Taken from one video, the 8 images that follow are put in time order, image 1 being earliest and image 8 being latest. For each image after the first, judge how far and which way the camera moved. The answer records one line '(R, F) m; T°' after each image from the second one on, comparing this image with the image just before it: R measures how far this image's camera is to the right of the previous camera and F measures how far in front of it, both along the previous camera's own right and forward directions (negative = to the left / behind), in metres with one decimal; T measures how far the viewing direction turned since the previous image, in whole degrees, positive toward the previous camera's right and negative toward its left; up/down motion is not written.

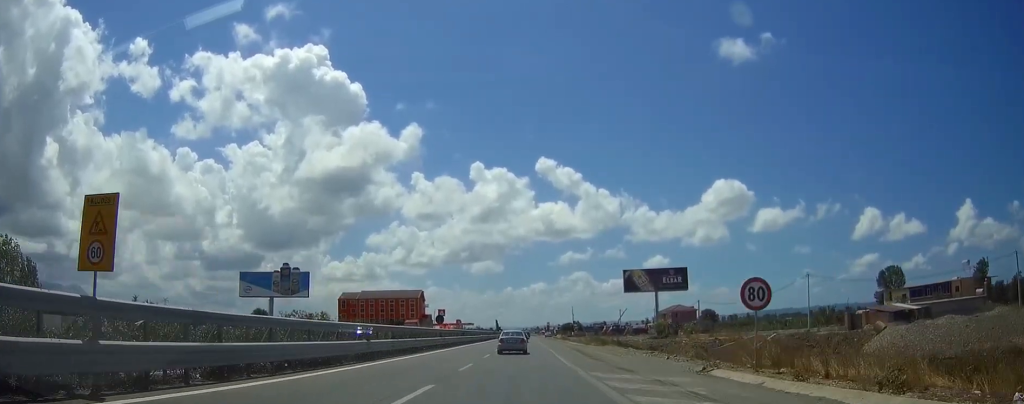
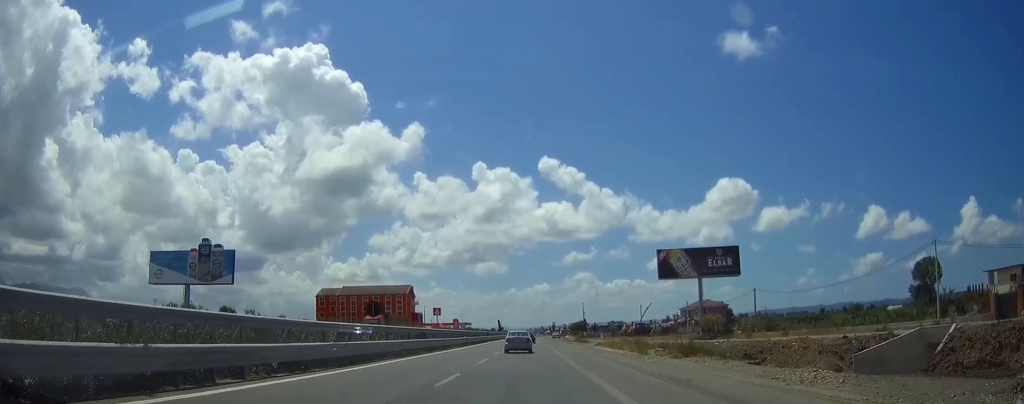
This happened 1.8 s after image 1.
(+0.1, +31.0) m; 0°
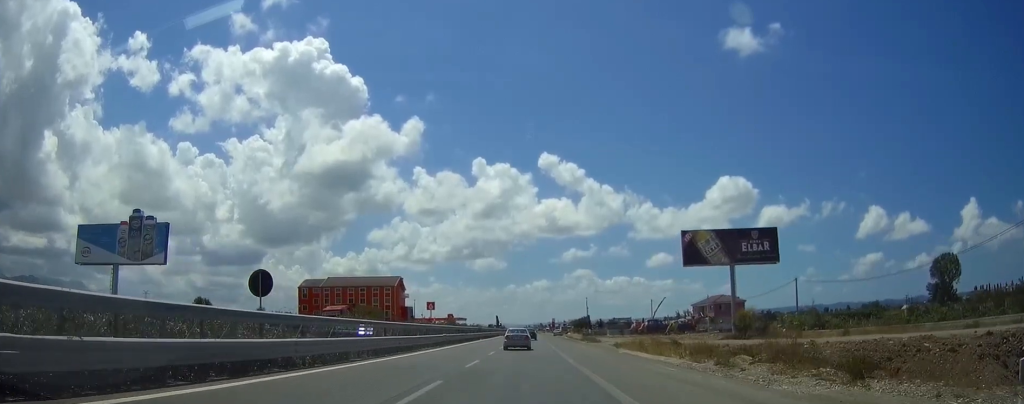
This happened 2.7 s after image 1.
(-0.1, +16.4) m; 0°
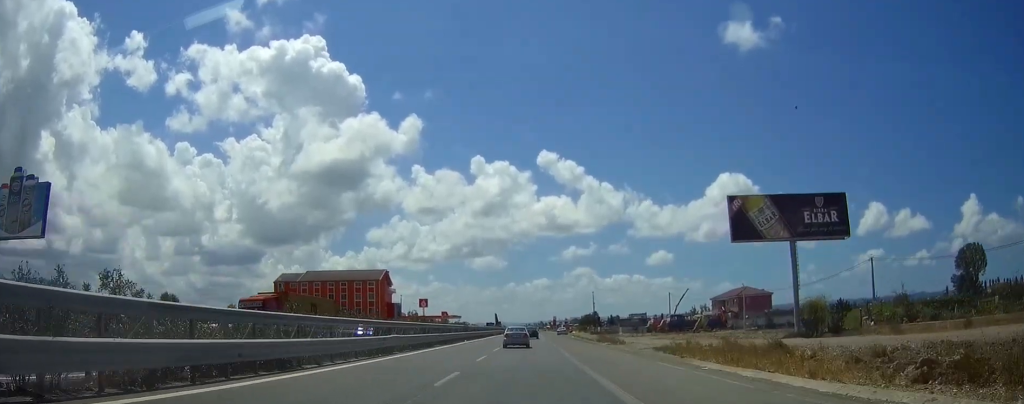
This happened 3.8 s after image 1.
(+0.1, +20.2) m; 0°
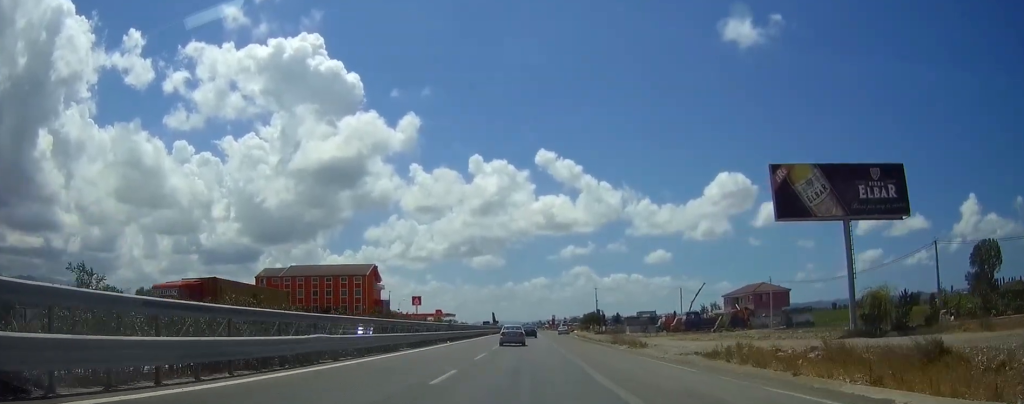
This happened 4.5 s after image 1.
(0.0, +12.2) m; 0°
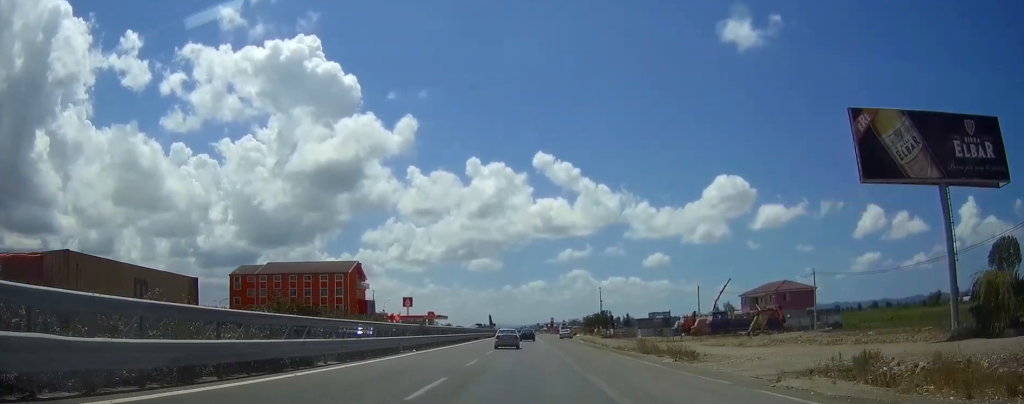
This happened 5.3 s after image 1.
(0.0, +14.8) m; 0°
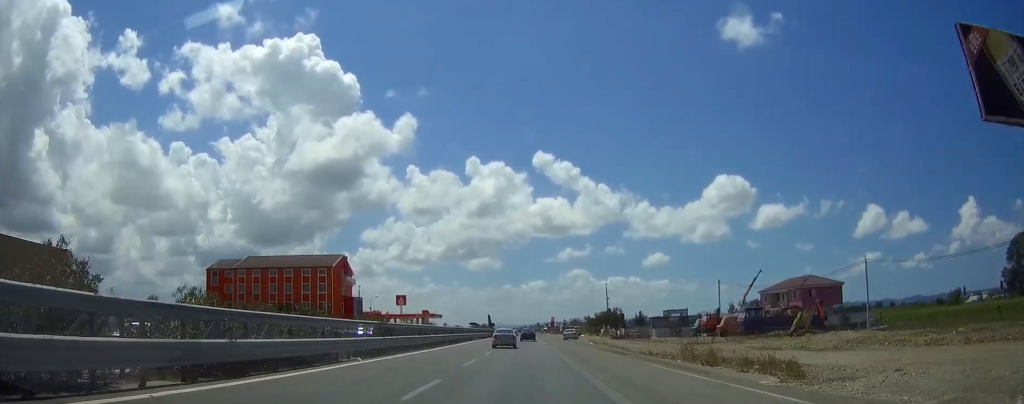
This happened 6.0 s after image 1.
(0.0, +12.4) m; 0°
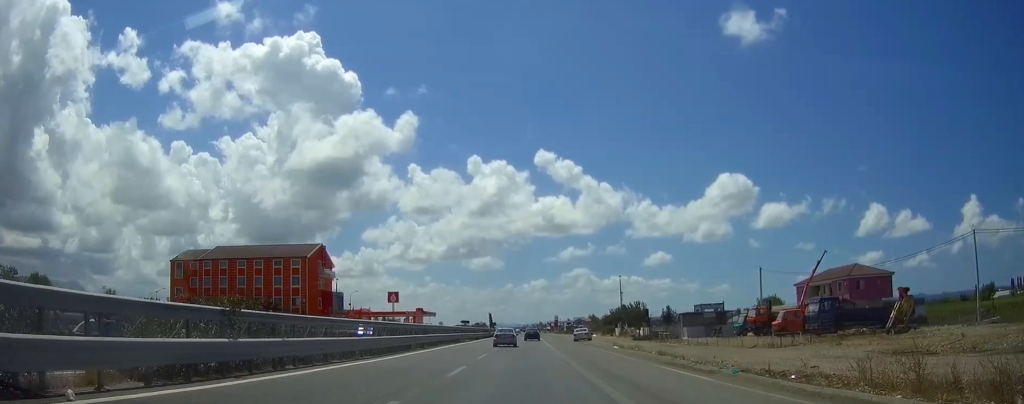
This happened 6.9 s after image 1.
(0.0, +17.7) m; 0°
